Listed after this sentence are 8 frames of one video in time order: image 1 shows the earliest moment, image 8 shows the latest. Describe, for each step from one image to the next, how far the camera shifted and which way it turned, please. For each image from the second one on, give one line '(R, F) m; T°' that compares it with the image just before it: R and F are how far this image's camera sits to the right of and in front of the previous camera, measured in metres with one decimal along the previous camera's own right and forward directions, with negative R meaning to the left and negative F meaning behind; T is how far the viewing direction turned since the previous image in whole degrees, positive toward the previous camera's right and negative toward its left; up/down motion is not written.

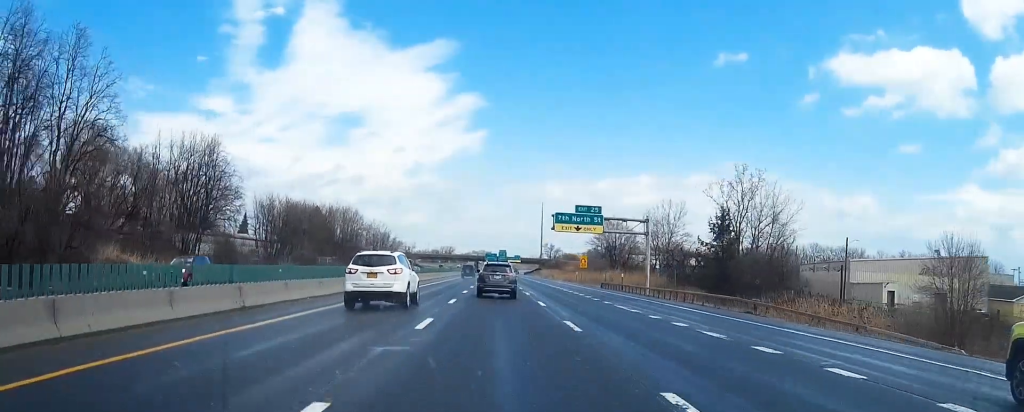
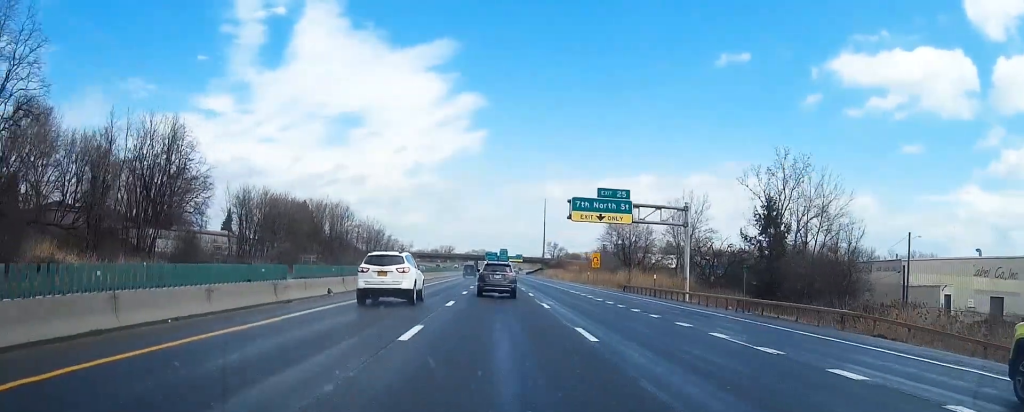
(0.0, +14.7) m; 0°
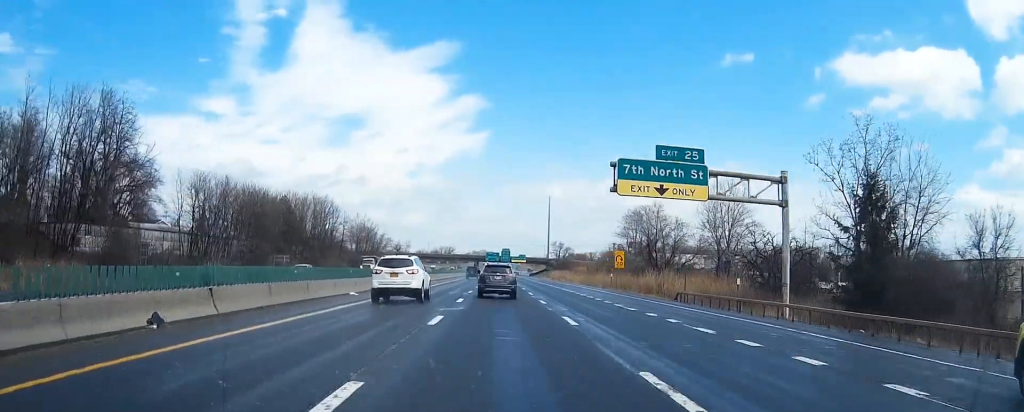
(0.0, +20.2) m; 0°
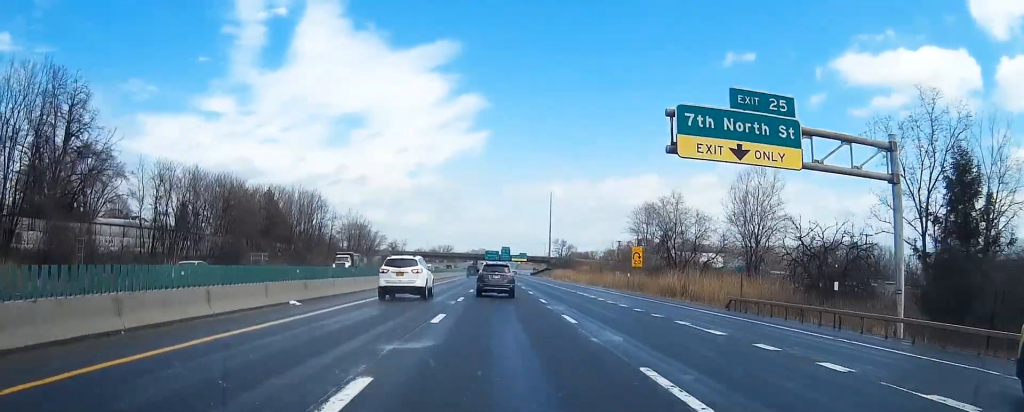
(0.0, +11.9) m; 0°
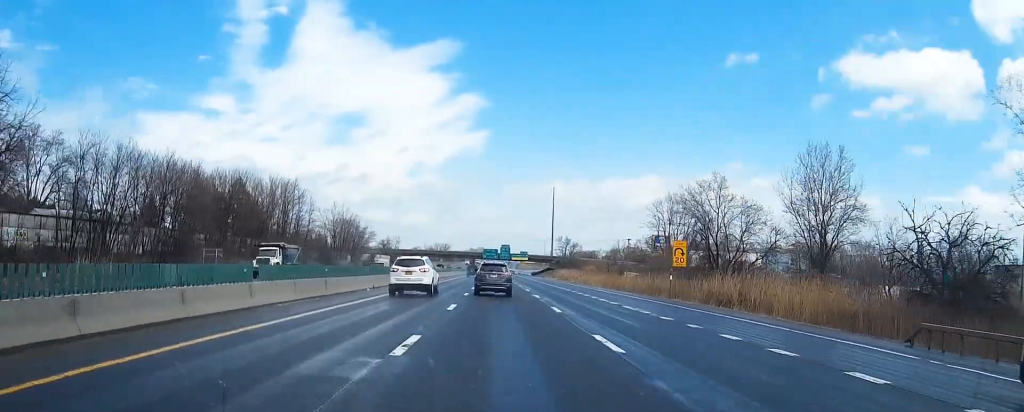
(+0.1, +19.2) m; 0°
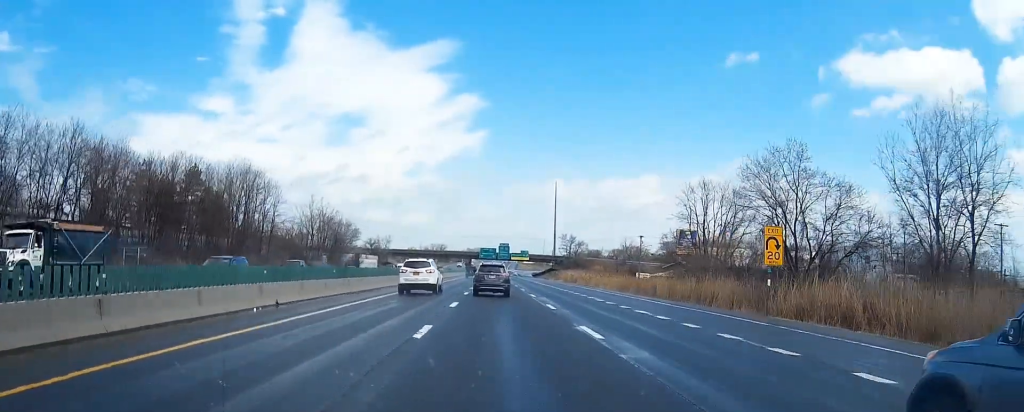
(+0.1, +22.0) m; 0°
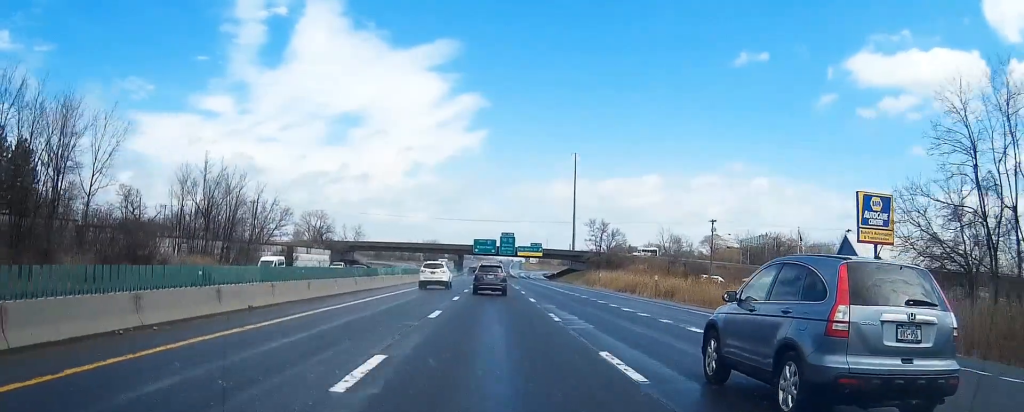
(0.0, +67.0) m; 0°
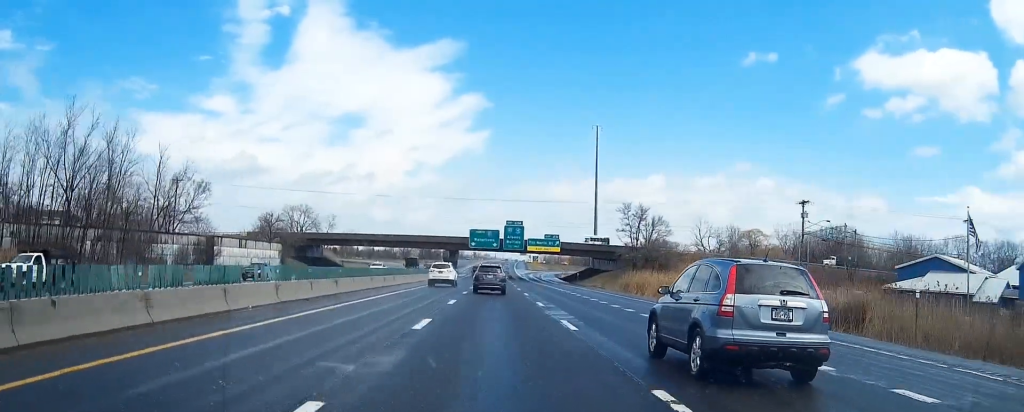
(0.0, +40.6) m; 0°
